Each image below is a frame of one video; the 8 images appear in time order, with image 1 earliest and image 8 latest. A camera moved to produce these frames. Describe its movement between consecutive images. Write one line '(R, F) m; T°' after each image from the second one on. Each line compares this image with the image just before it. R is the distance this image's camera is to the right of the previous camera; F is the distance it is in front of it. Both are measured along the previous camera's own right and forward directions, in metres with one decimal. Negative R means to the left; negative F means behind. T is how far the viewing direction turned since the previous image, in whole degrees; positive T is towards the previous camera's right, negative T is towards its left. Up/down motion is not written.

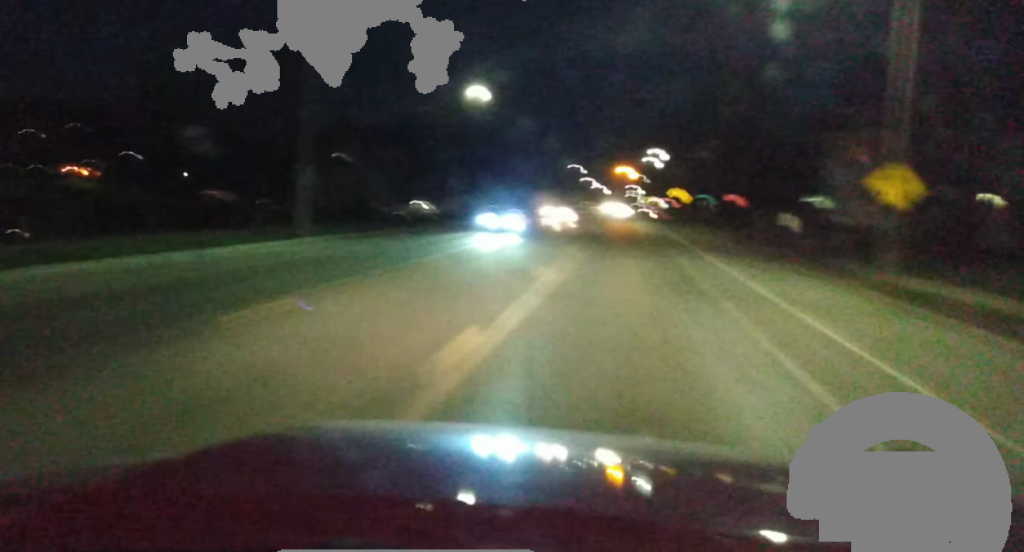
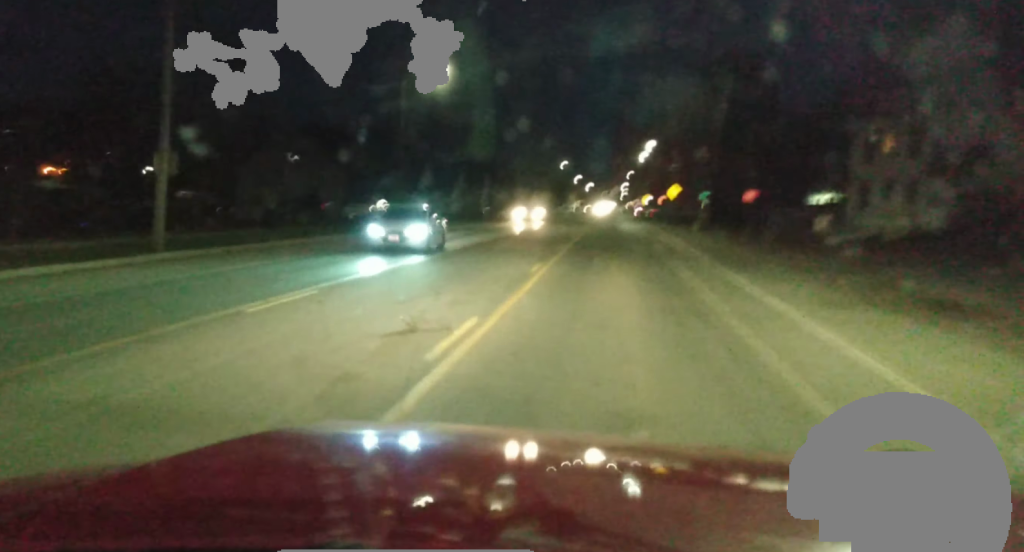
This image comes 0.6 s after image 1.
(+0.2, +10.8) m; +1°
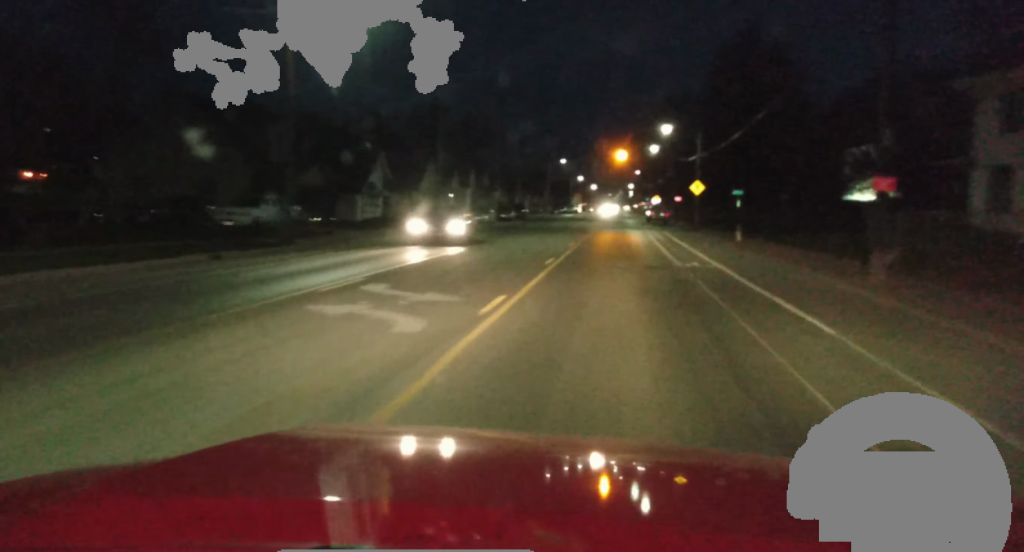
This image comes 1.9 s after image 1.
(+0.1, +21.1) m; +1°
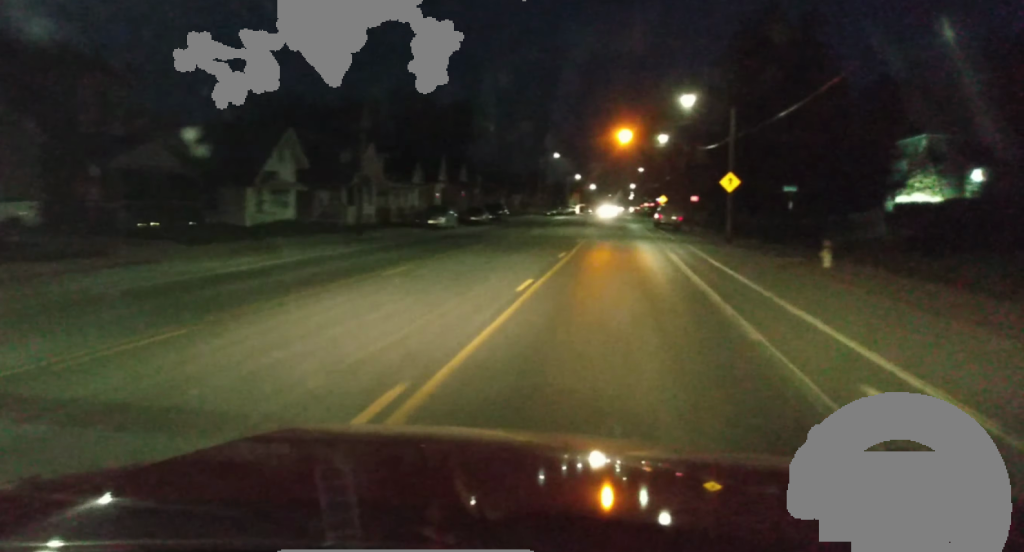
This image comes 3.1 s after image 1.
(+0.1, +20.5) m; 0°
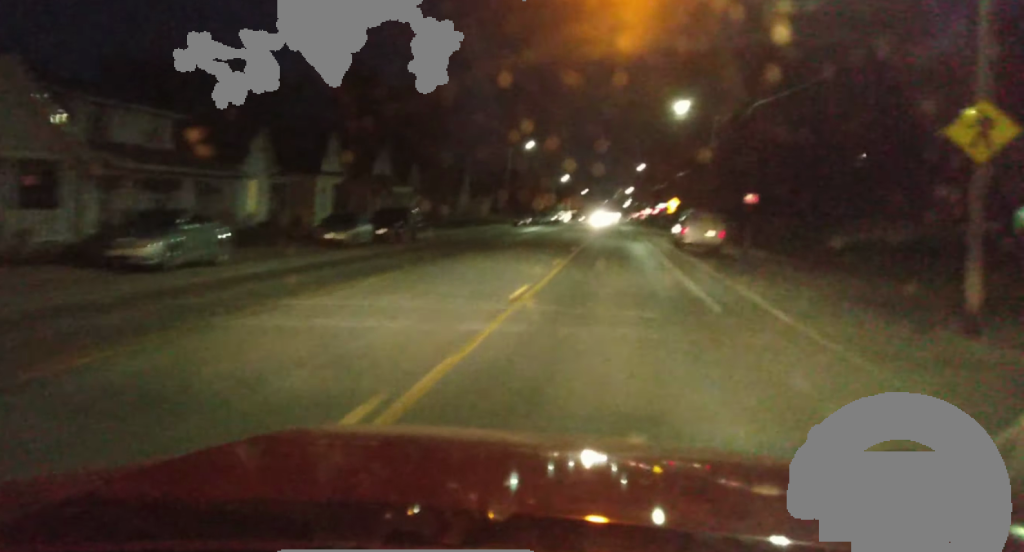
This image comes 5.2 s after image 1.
(-0.4, +36.9) m; 0°
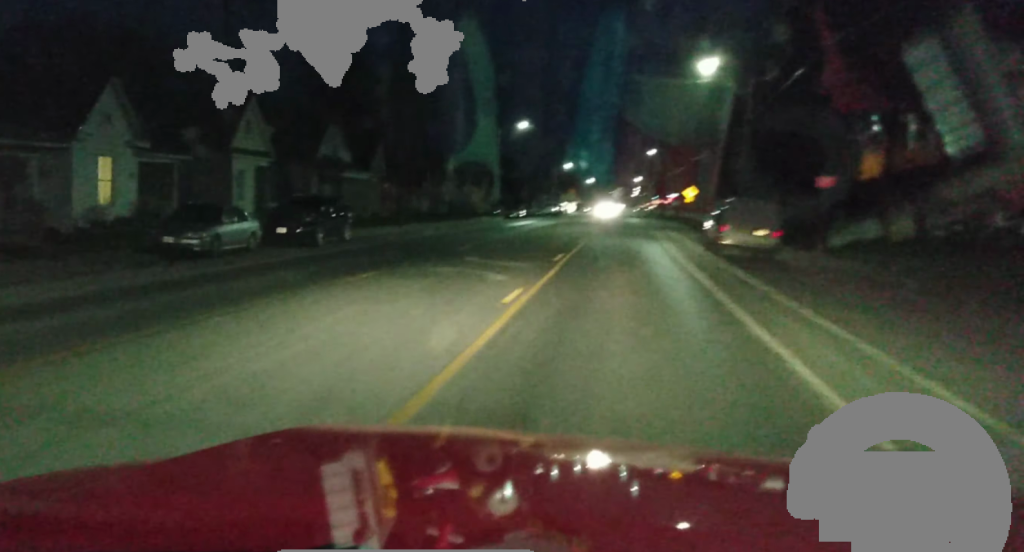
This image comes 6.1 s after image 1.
(+0.2, +14.3) m; +1°
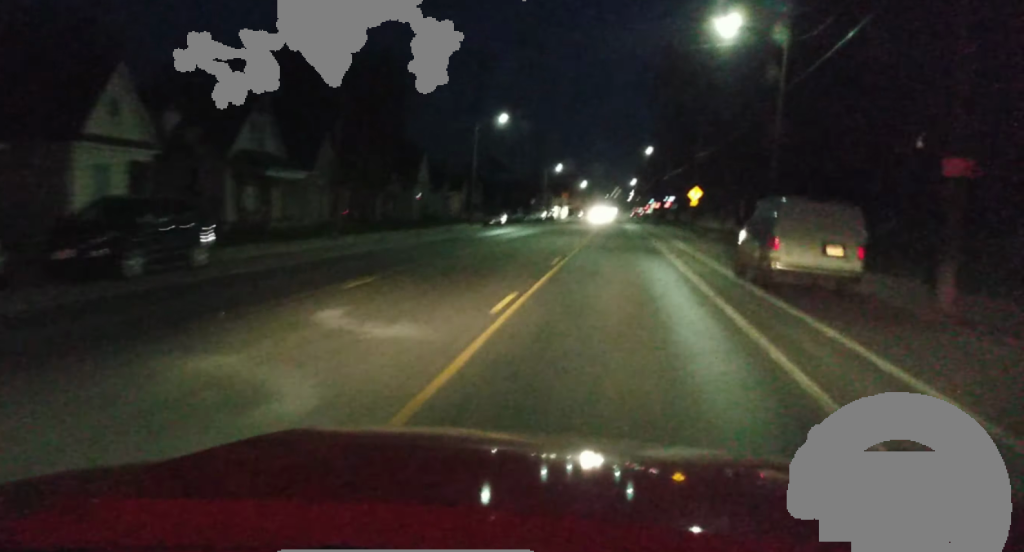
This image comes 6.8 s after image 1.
(+0.2, +12.0) m; -1°
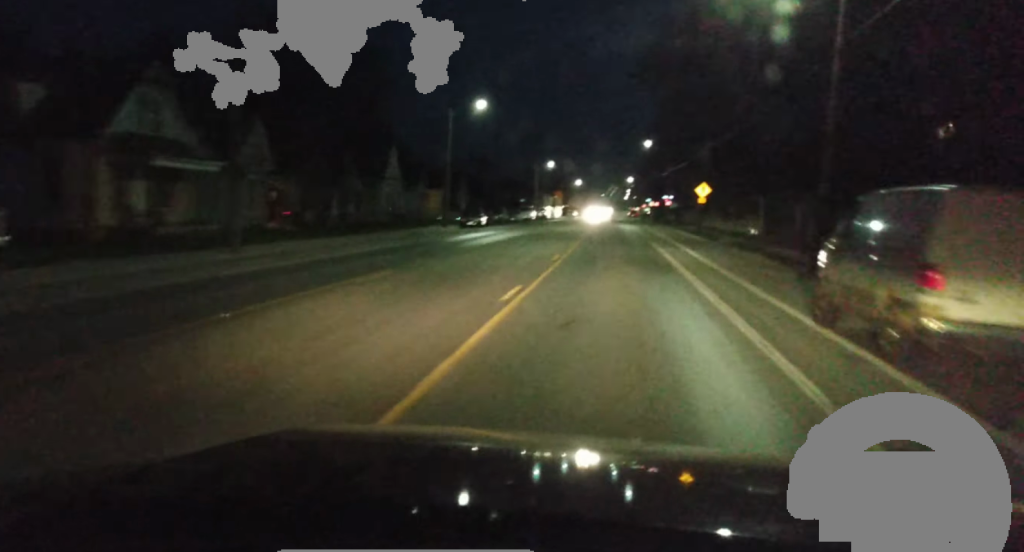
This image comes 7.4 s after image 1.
(-0.3, +11.0) m; -1°
